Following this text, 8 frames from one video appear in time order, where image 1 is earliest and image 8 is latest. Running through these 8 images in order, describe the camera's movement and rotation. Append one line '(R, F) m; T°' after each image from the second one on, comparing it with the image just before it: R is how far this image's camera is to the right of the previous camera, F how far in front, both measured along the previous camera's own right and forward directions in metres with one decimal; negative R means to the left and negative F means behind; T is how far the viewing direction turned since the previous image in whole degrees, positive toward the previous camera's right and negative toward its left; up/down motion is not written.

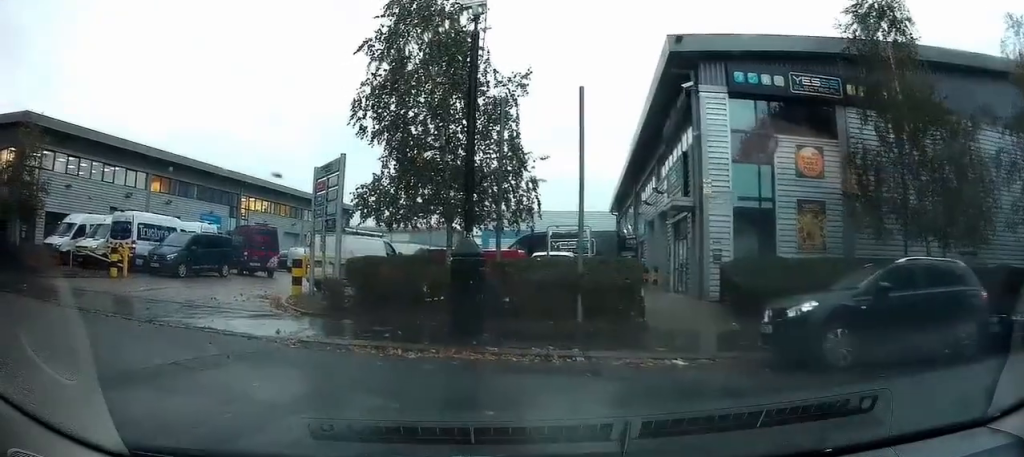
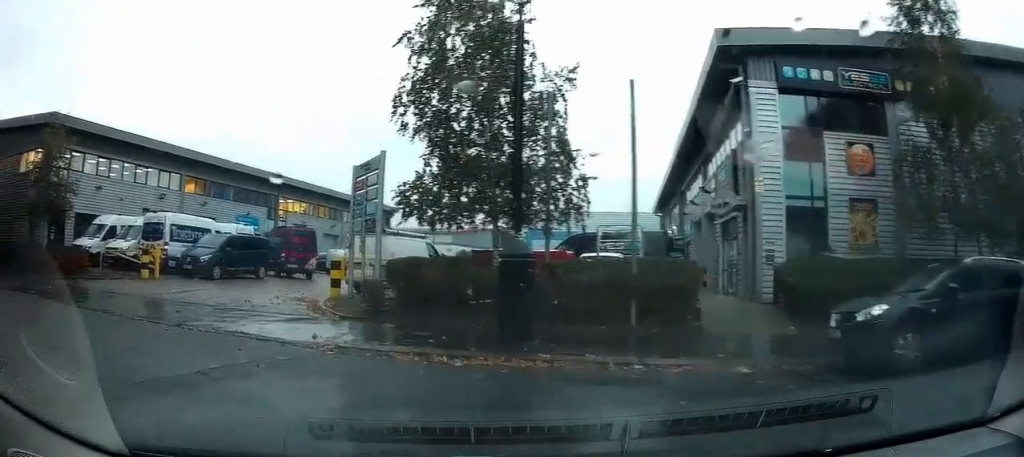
(0.0, +0.8) m; -6°
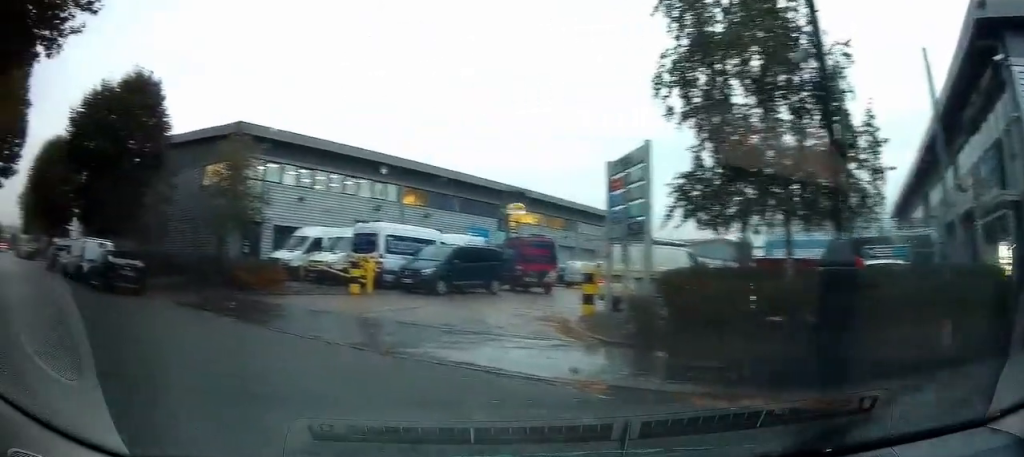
(-0.6, +2.5) m; -39°
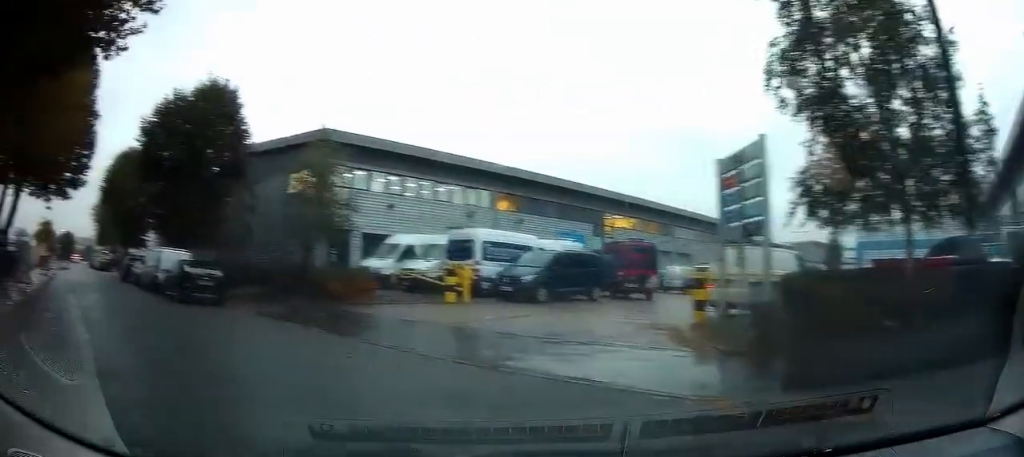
(0.0, +0.7) m; -13°
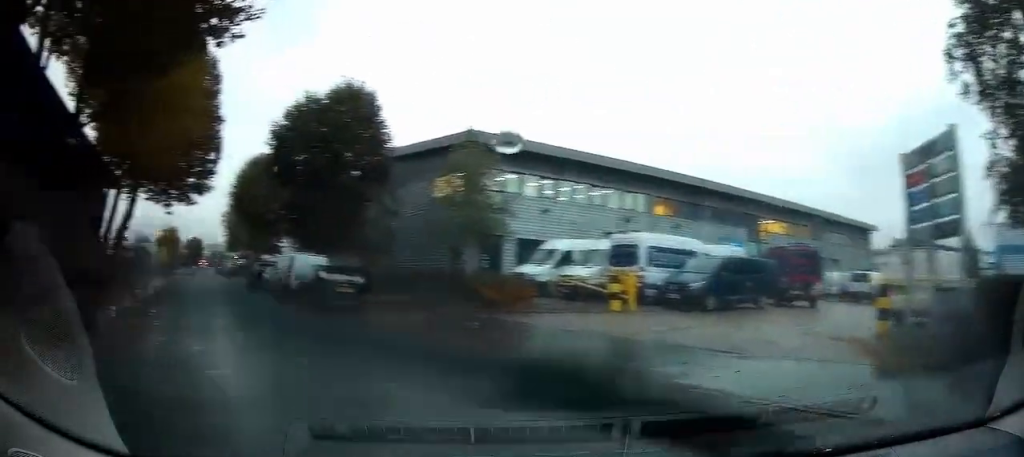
(-0.5, +1.1) m; -10°
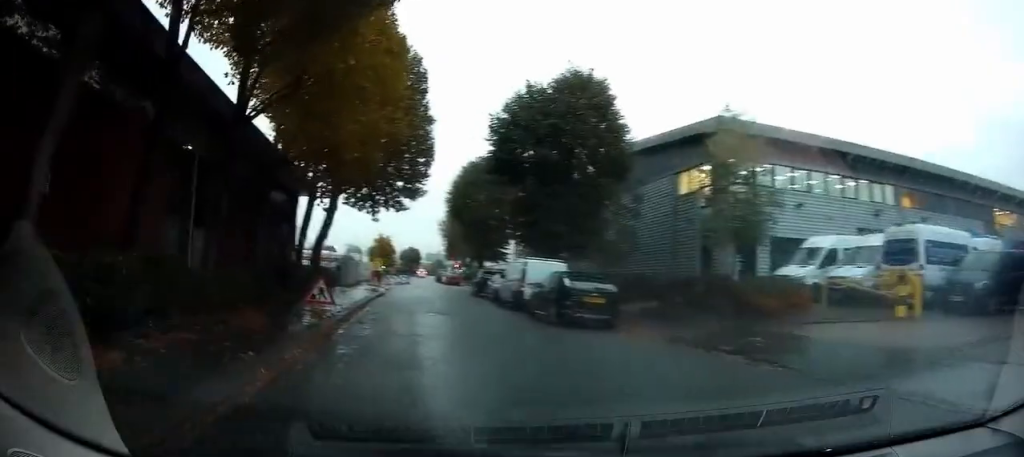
(0.0, +2.5) m; -3°
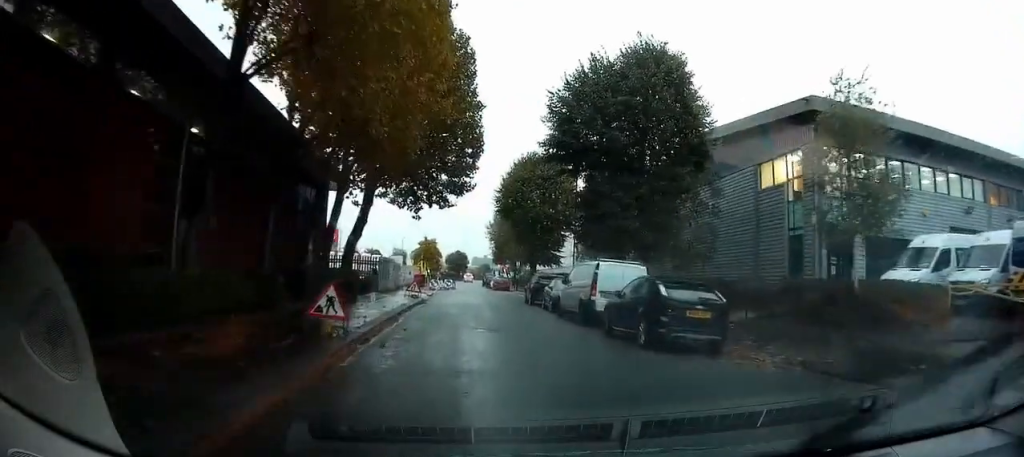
(-0.2, +3.2) m; -5°
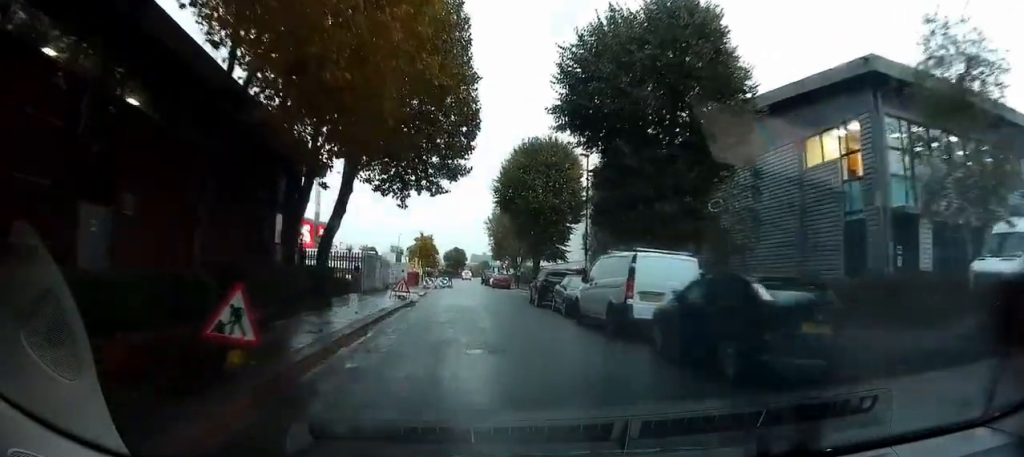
(-0.1, +3.4) m; -6°
